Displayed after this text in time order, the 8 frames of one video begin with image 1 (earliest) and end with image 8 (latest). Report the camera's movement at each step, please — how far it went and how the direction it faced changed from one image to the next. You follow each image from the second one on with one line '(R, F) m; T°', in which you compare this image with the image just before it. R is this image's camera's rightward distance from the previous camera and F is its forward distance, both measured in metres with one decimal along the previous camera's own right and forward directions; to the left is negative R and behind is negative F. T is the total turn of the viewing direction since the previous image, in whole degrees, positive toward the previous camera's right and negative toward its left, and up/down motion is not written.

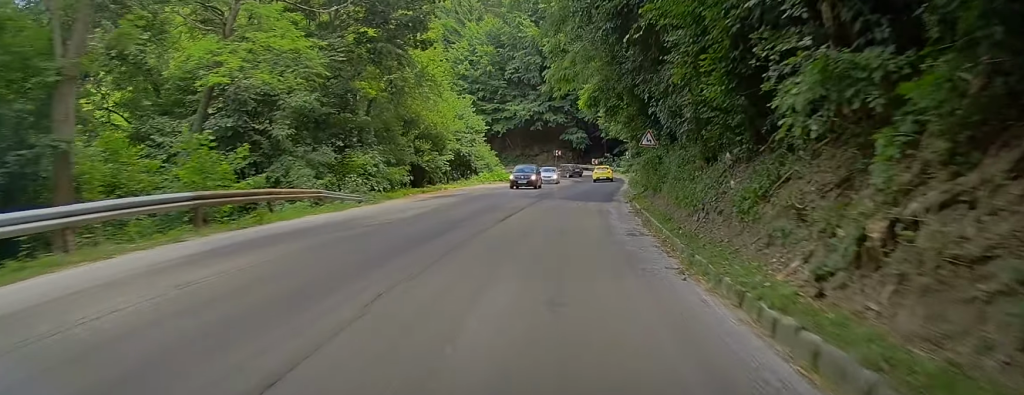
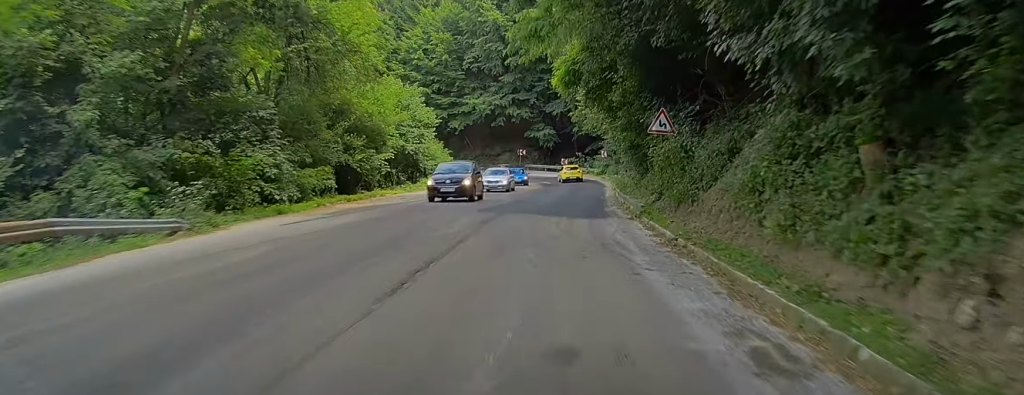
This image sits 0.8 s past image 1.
(+0.2, +10.7) m; +1°
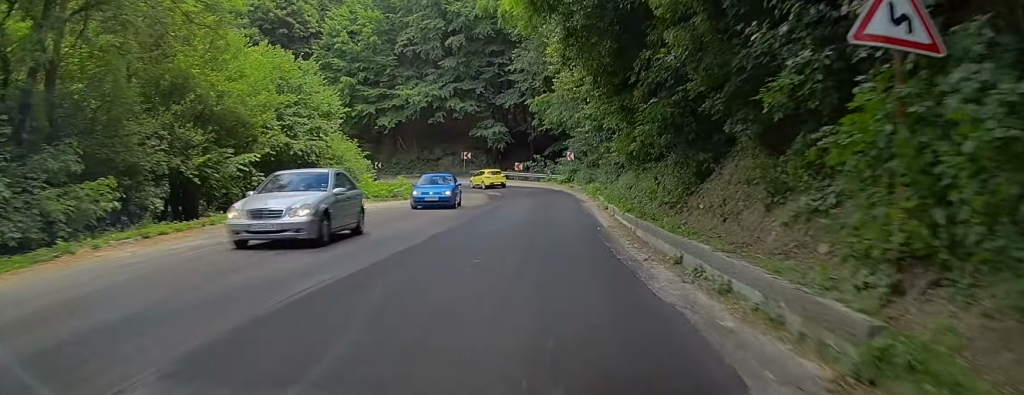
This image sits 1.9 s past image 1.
(-0.3, +15.5) m; -3°
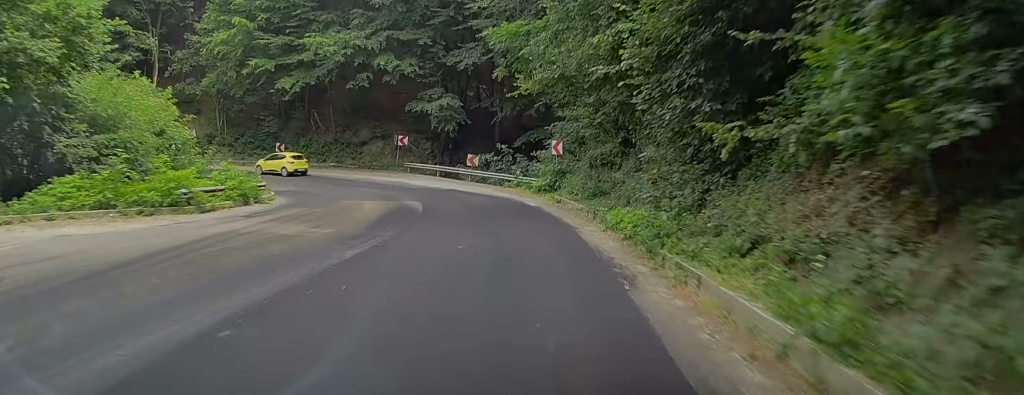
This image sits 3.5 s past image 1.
(-0.6, +20.5) m; -1°
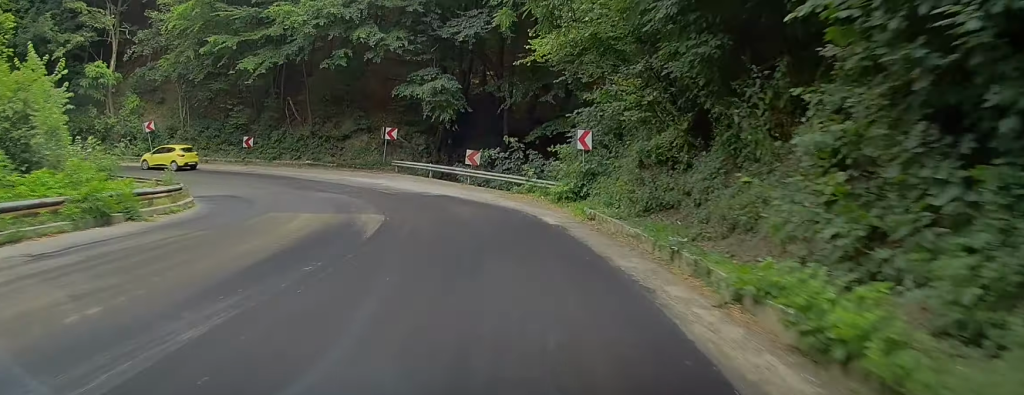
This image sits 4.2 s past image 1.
(+0.2, +8.2) m; +1°
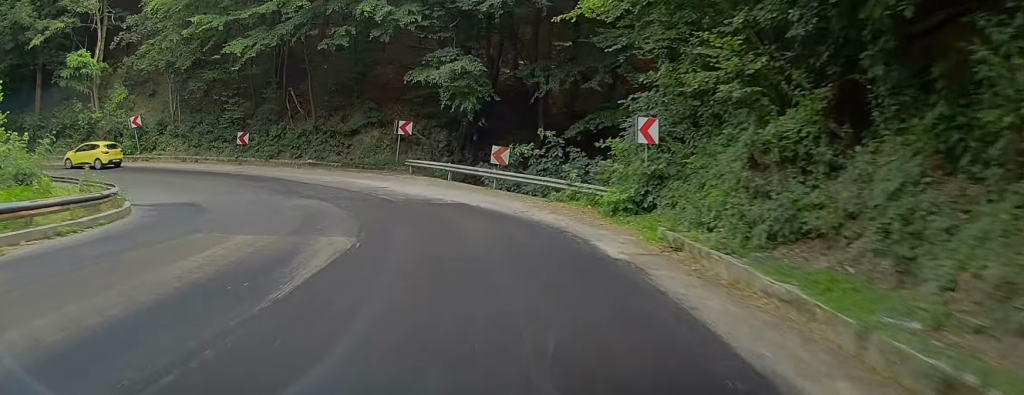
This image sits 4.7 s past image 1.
(0.0, +6.1) m; -1°
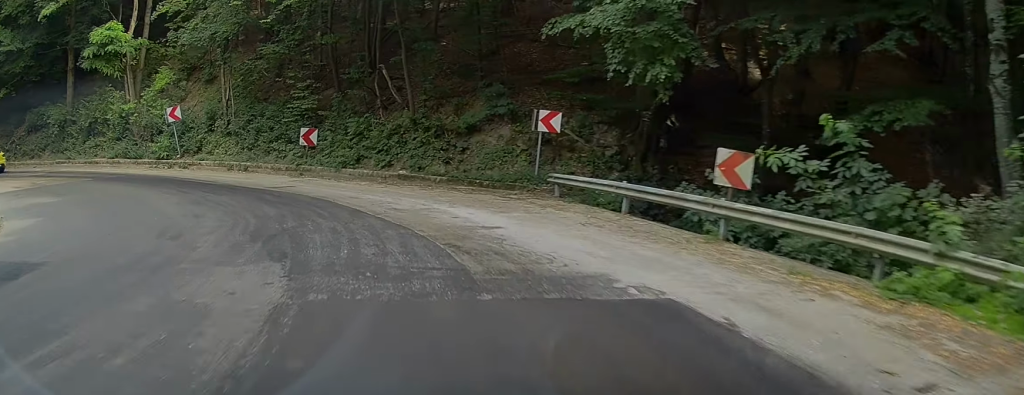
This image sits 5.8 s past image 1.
(-0.4, +14.0) m; -7°
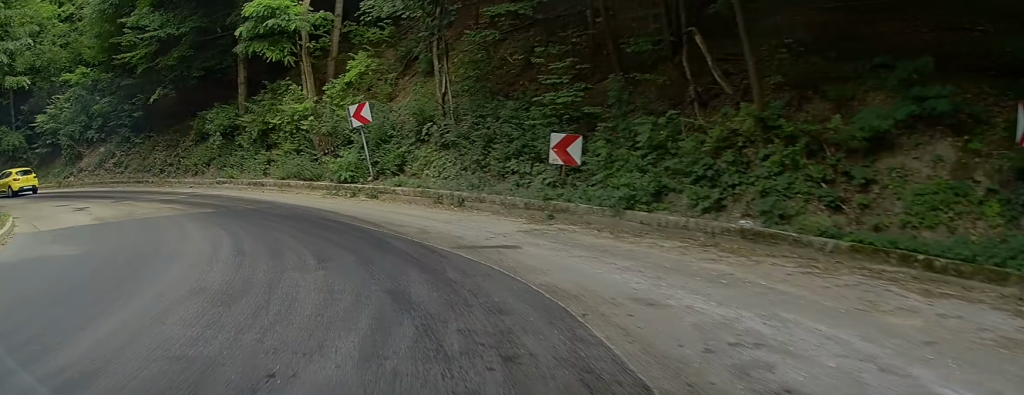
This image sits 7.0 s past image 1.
(-1.3, +12.7) m; -13°
